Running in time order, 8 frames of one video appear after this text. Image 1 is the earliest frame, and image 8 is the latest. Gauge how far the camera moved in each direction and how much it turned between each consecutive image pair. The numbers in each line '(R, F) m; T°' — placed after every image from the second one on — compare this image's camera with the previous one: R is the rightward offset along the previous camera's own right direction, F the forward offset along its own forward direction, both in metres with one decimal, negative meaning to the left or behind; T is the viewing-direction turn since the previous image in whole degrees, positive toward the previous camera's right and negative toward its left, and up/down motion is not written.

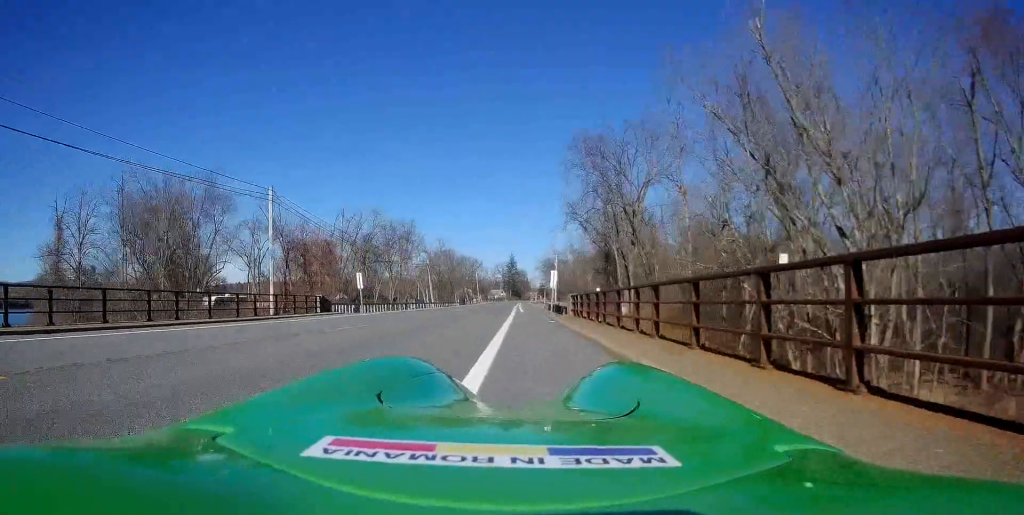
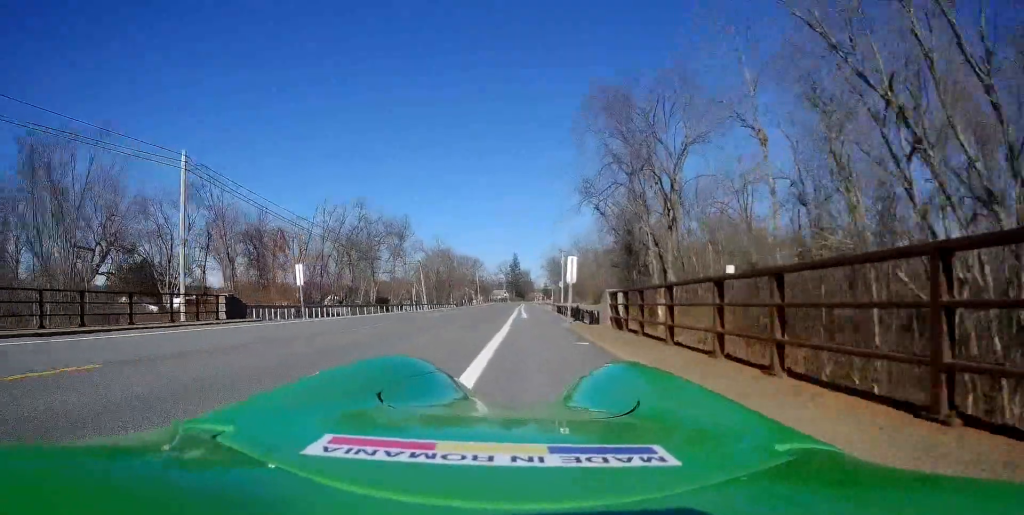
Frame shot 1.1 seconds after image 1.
(+0.2, +10.6) m; 0°
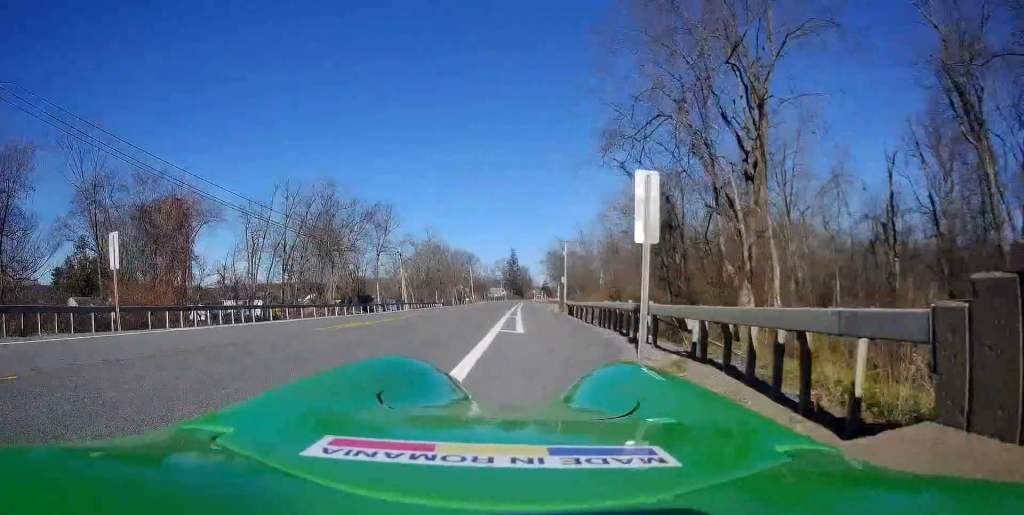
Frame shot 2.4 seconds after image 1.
(-0.4, +13.2) m; -1°
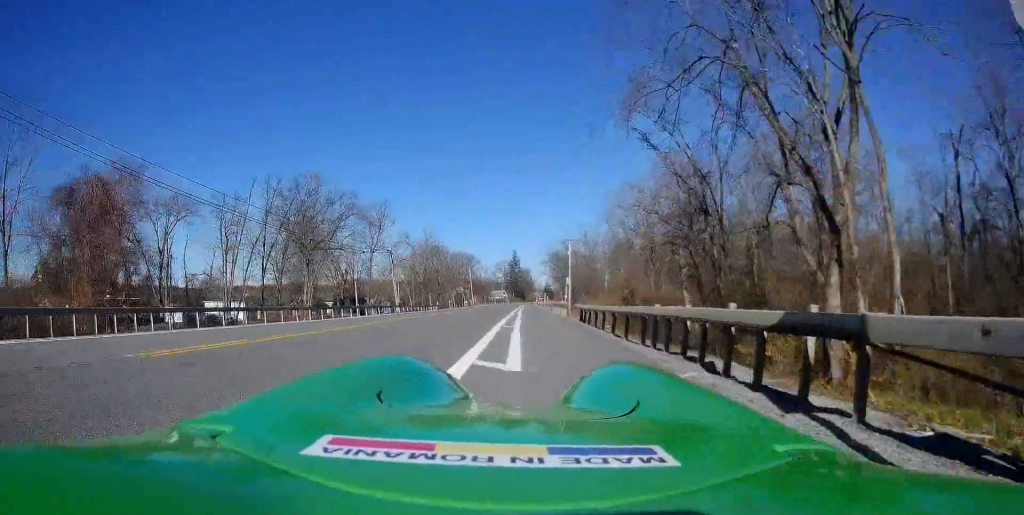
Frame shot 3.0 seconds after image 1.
(+0.2, +6.2) m; 0°
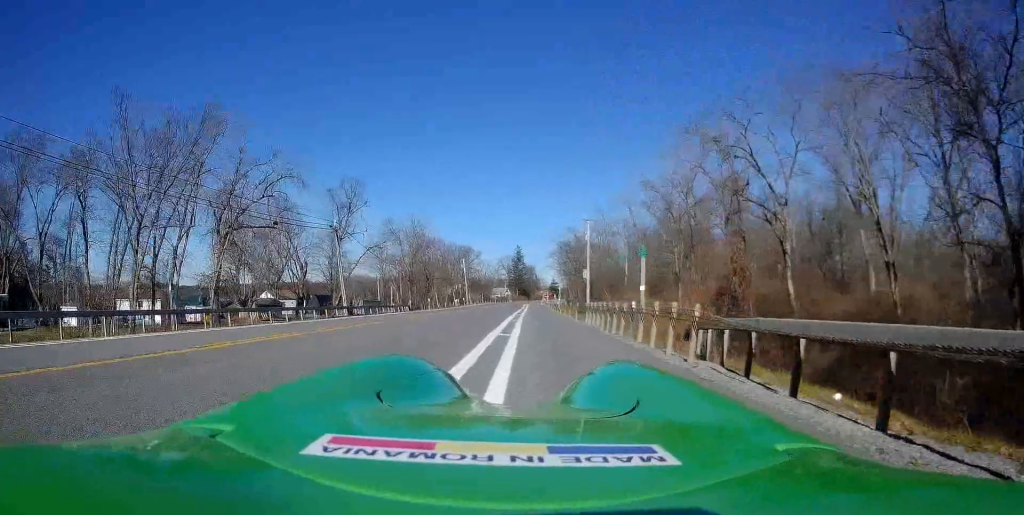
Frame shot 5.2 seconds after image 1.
(-0.6, +21.9) m; -1°
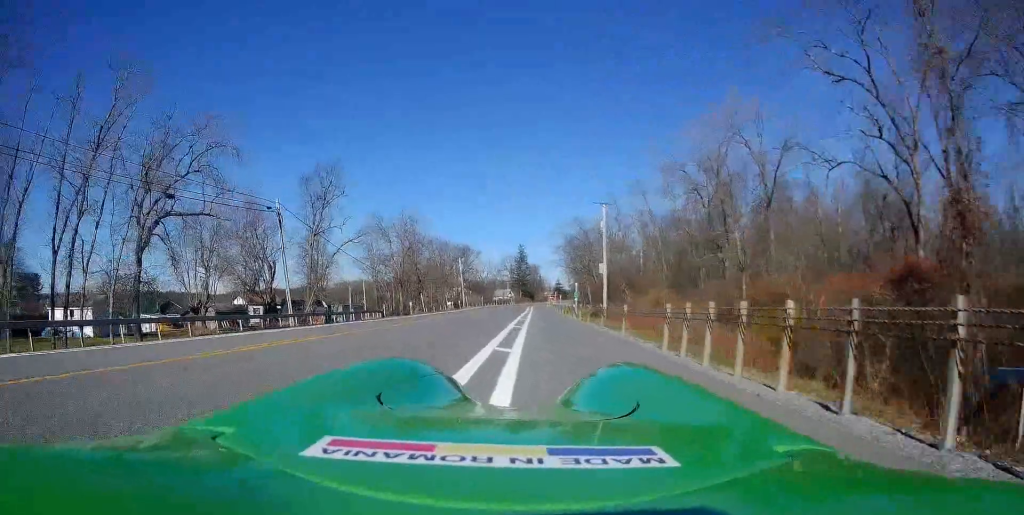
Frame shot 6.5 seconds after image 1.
(+0.3, +11.8) m; 0°
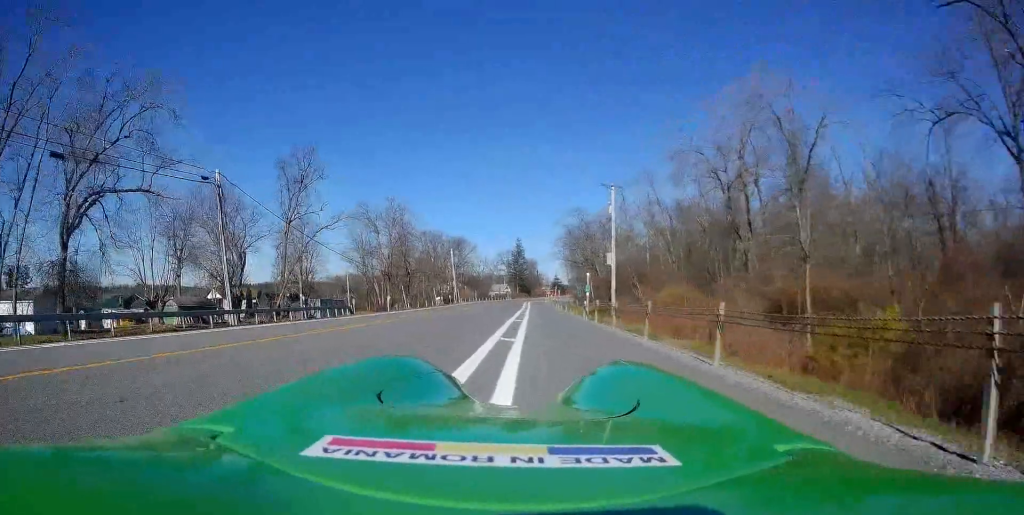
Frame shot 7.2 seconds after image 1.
(-0.2, +7.9) m; -1°
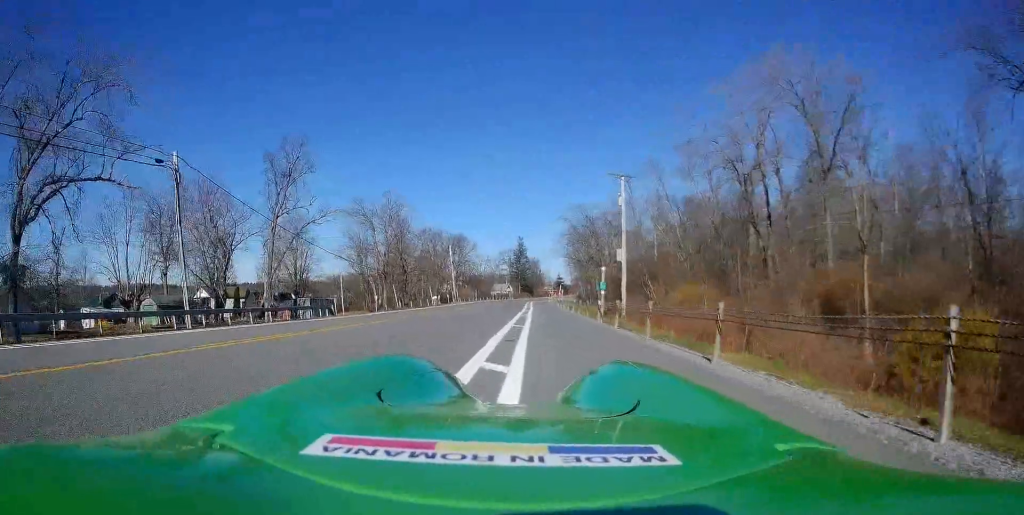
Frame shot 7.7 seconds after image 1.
(0.0, +4.1) m; 0°
